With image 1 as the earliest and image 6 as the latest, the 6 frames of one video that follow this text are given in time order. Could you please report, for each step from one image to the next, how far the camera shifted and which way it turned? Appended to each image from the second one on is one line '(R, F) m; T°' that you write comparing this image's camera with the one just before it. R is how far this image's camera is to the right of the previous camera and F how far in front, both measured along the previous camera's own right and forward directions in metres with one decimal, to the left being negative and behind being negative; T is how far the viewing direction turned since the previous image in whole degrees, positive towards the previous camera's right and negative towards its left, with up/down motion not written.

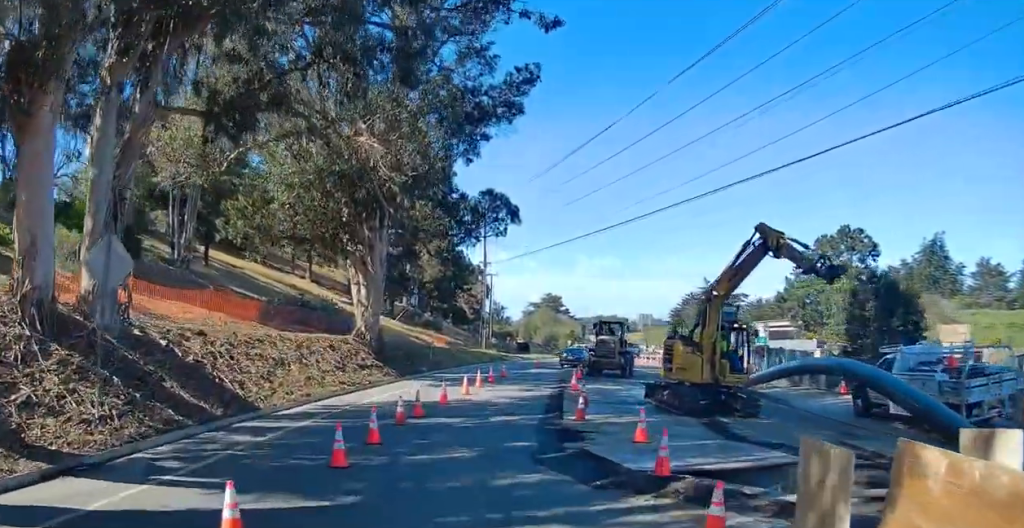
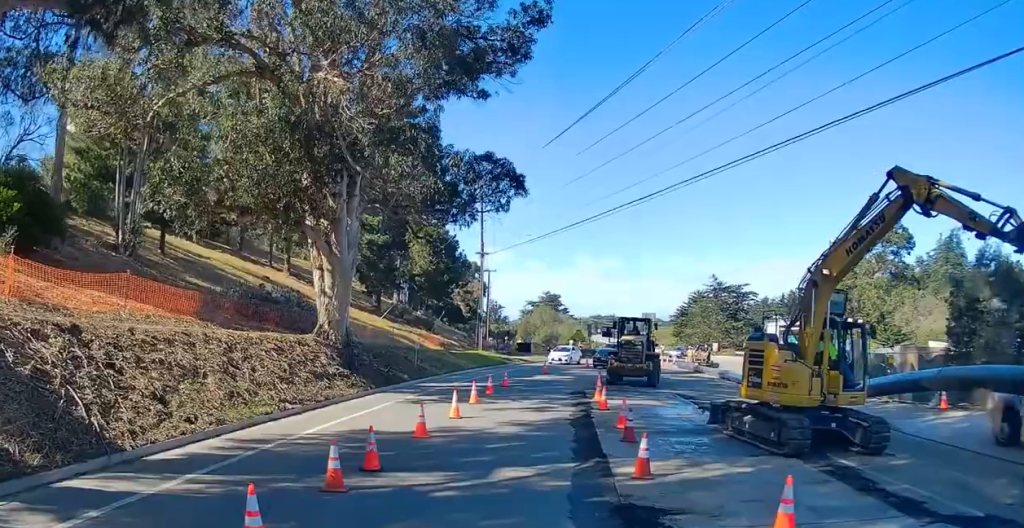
(-0.4, +8.4) m; -2°
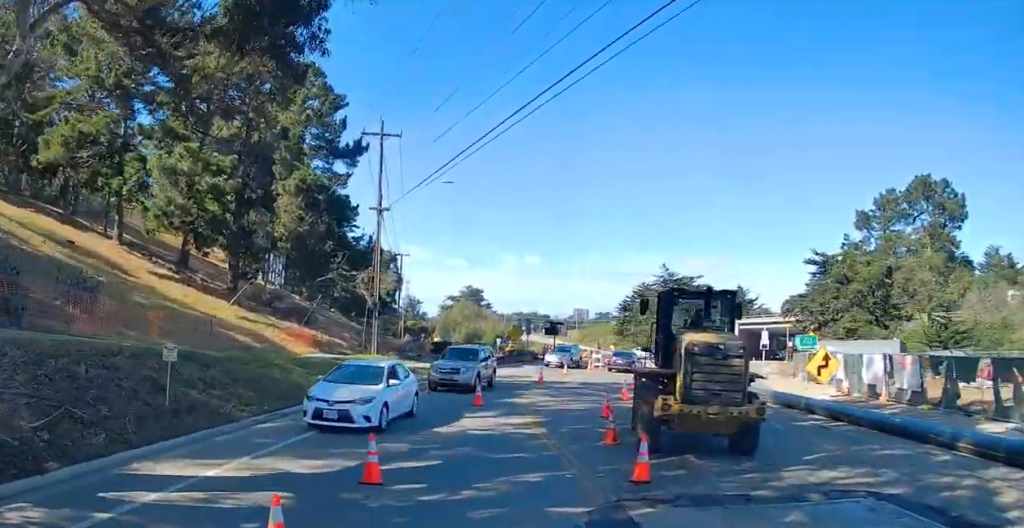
(+2.3, +22.3) m; +10°
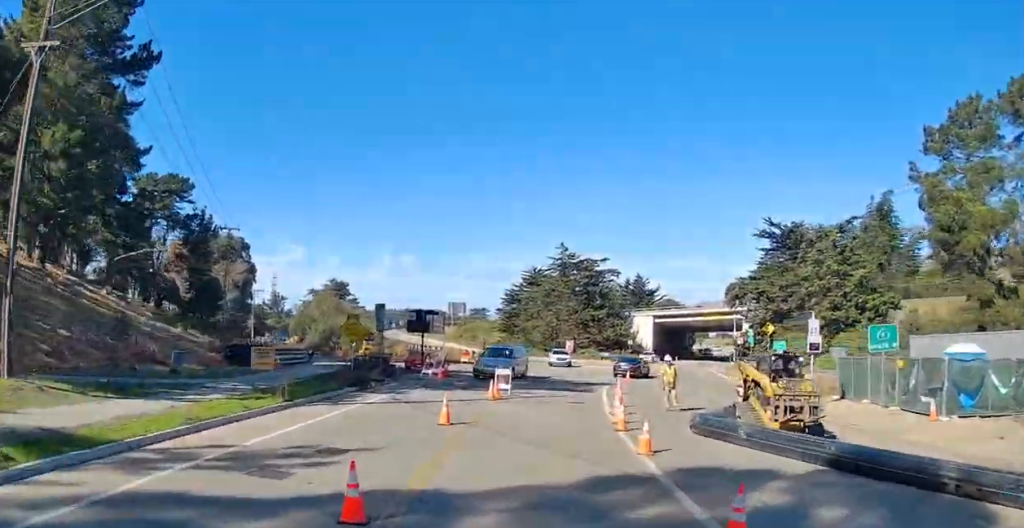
(+2.2, +22.2) m; +13°
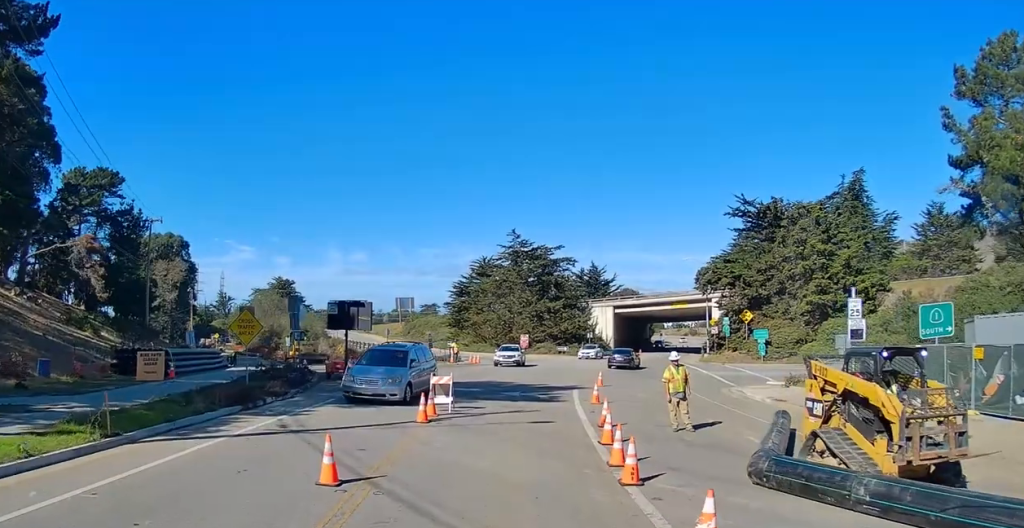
(+0.2, +6.9) m; +3°
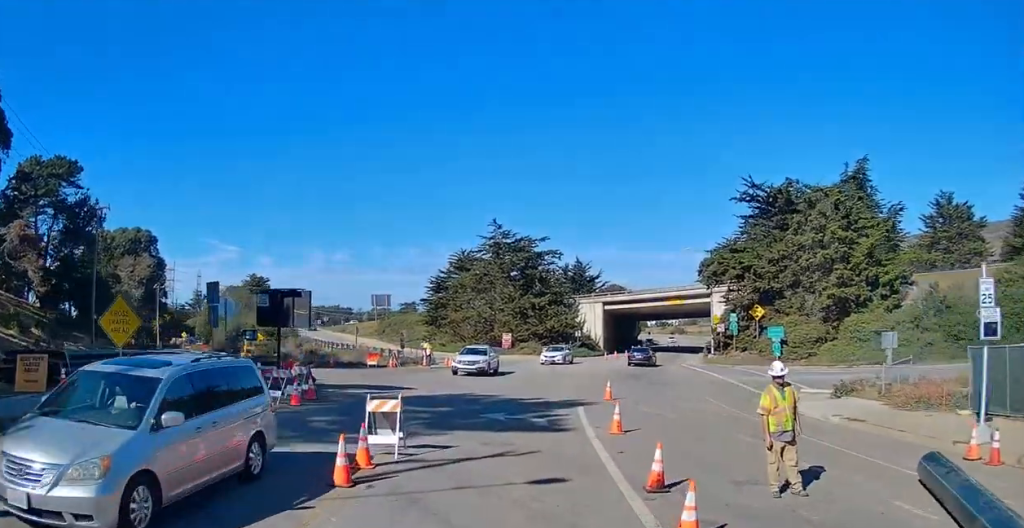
(+0.1, +7.3) m; +2°
